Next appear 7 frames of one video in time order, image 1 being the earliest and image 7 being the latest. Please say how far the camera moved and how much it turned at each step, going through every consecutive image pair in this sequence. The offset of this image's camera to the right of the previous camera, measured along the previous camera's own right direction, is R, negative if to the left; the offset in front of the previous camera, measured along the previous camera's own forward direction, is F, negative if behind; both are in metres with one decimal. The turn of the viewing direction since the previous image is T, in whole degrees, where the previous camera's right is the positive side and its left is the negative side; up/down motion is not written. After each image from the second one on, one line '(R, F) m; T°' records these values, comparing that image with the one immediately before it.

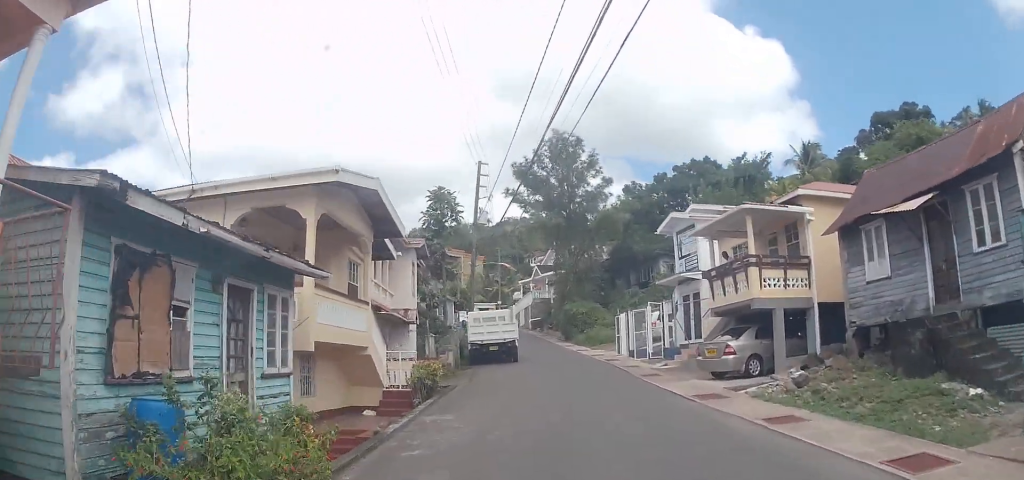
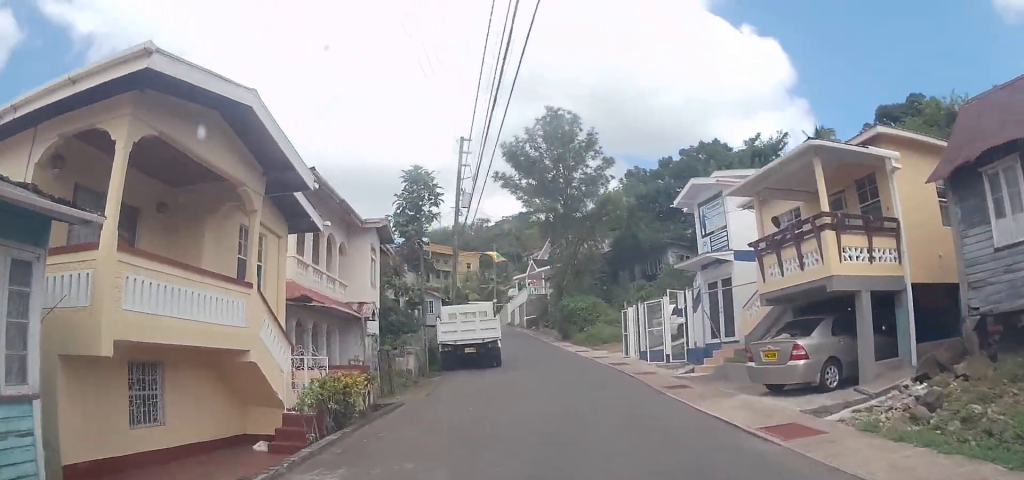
(+0.1, +5.2) m; +4°
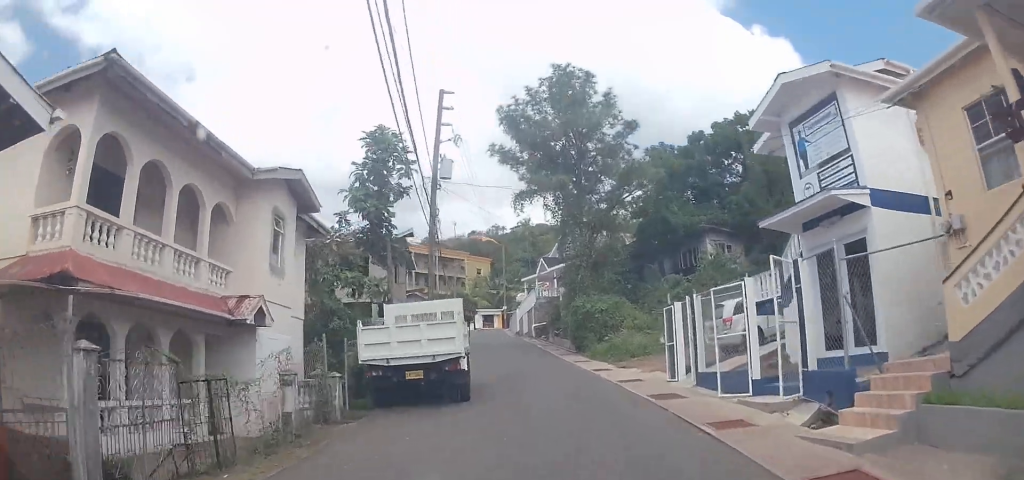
(+0.5, +8.3) m; -1°
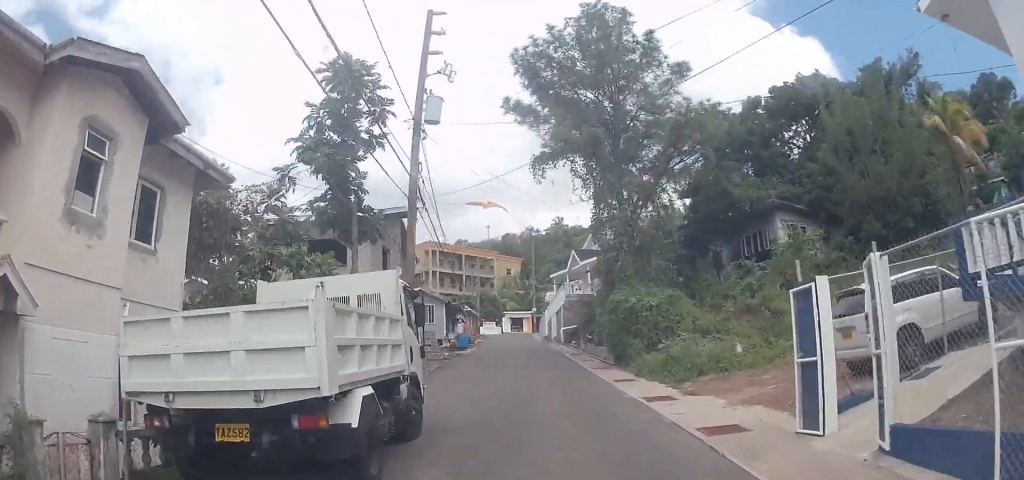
(-0.6, +7.7) m; -6°
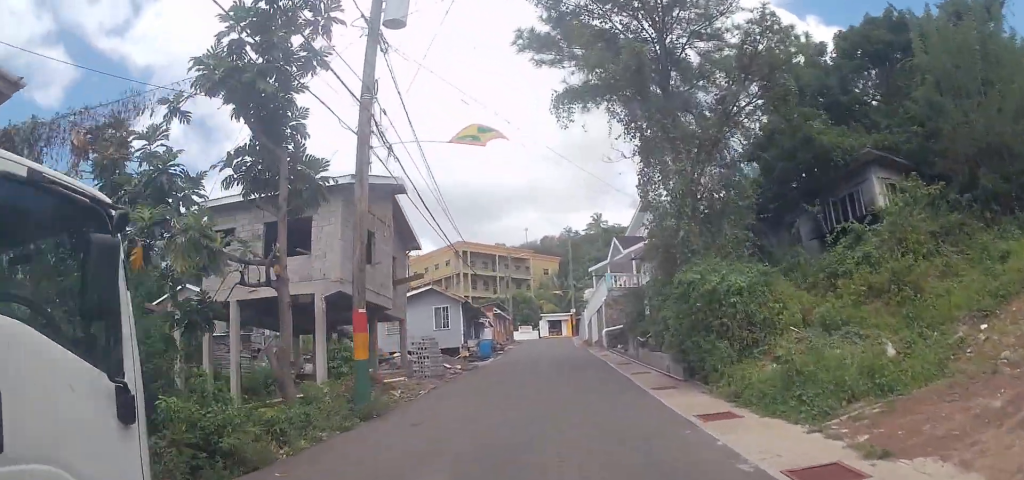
(-0.1, +7.2) m; -5°
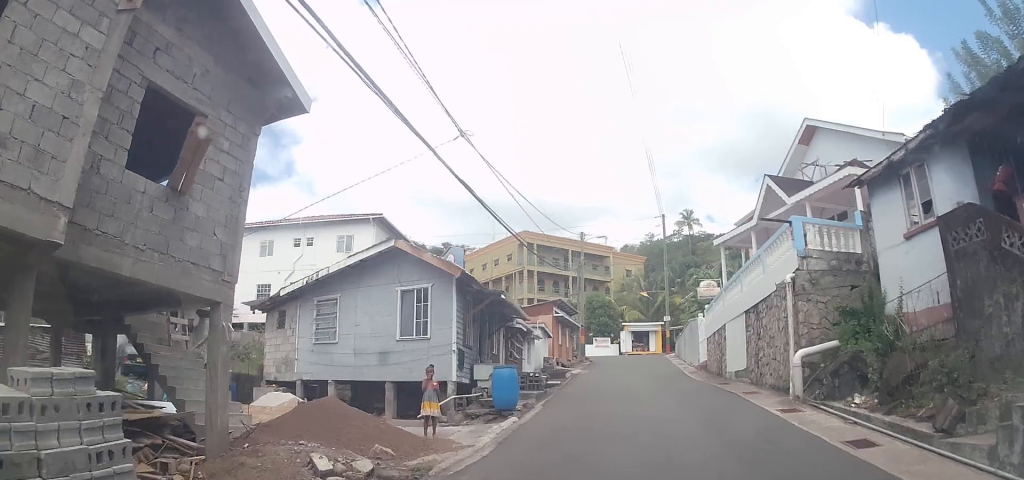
(-2.2, +18.0) m; -7°
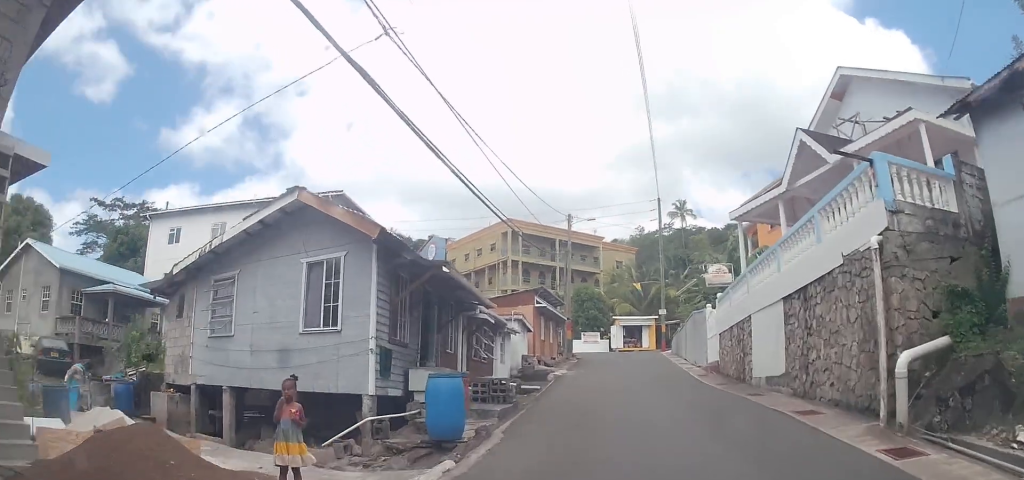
(-0.5, +4.4) m; 0°
